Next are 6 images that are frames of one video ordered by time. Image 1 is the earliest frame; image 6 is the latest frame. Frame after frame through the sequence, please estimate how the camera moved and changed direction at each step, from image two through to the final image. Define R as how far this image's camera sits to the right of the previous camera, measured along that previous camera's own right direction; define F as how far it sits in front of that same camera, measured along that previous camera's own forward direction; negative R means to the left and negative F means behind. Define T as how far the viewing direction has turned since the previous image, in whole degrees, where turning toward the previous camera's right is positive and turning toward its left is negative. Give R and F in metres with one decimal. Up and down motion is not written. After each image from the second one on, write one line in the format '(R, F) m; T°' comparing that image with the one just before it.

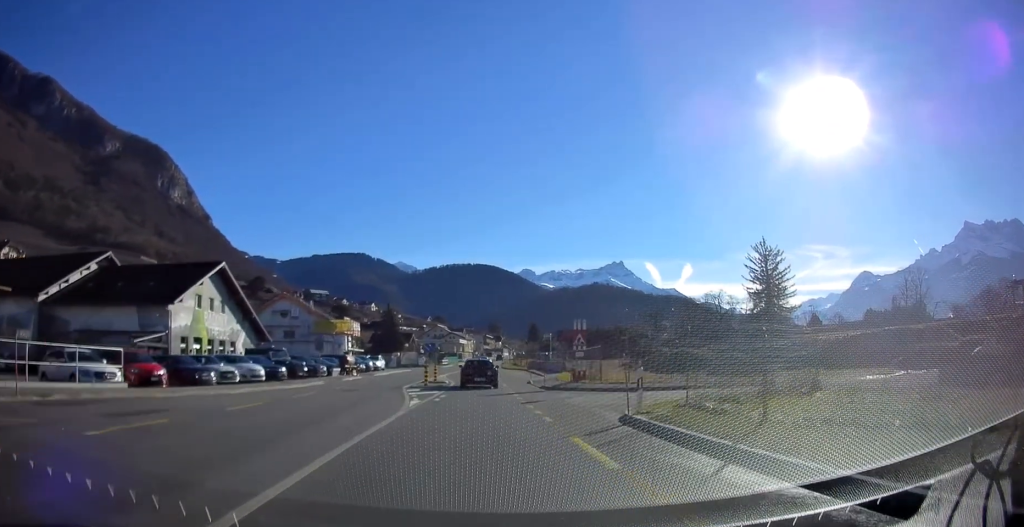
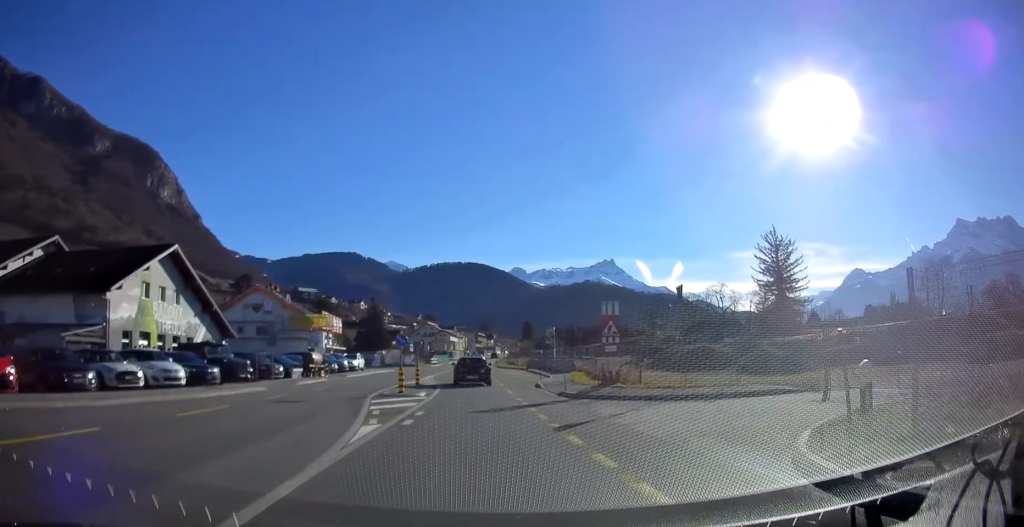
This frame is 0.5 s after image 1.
(0.0, +7.9) m; +1°
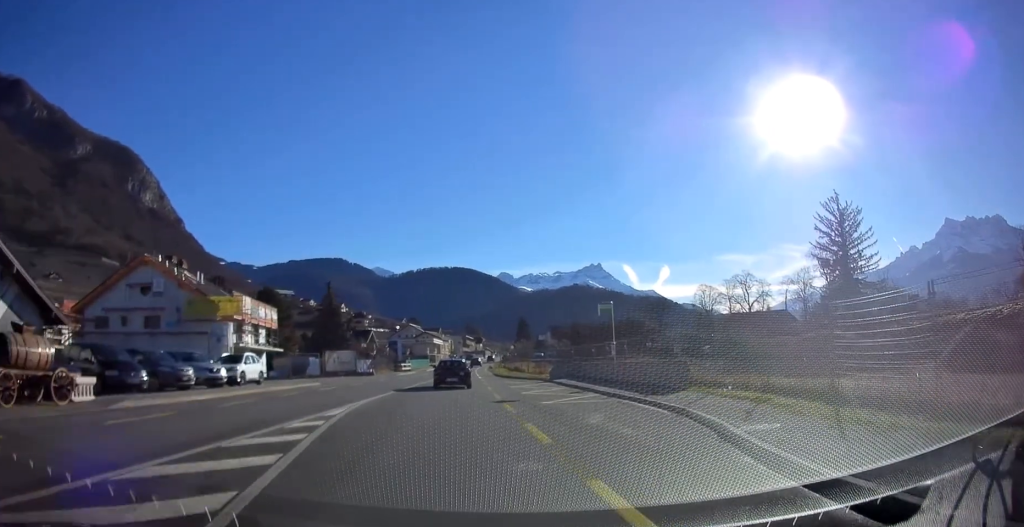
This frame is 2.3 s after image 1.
(+0.4, +26.1) m; 0°
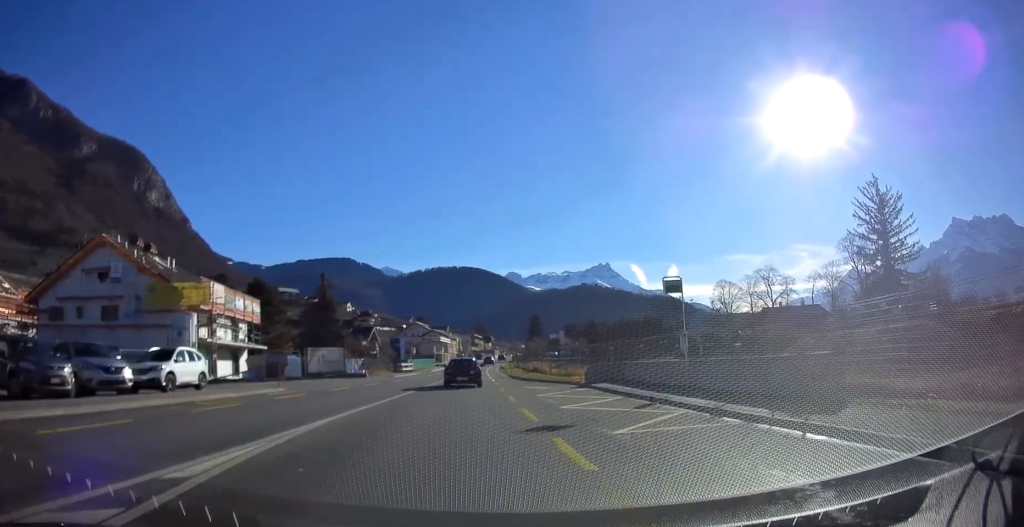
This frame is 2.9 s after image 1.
(0.0, +8.5) m; 0°
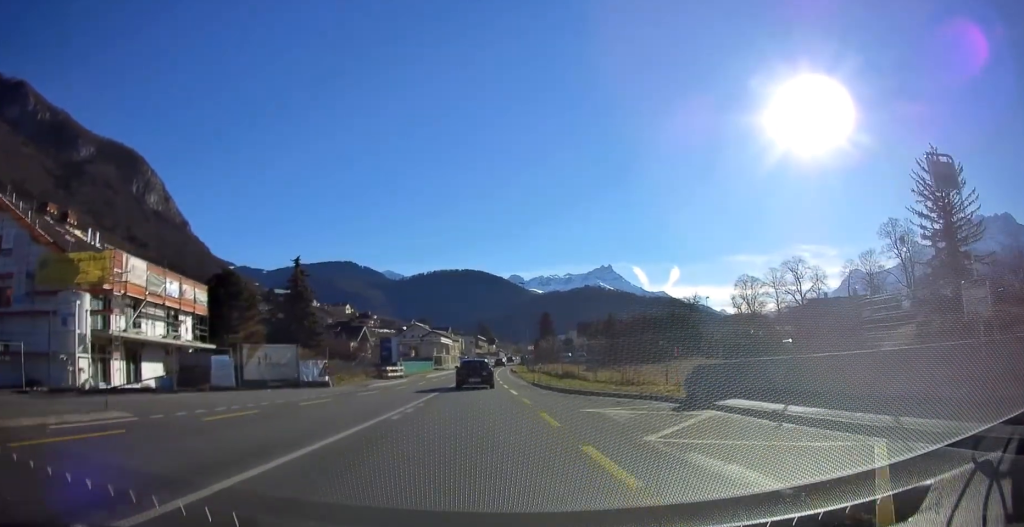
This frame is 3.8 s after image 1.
(0.0, +12.6) m; 0°
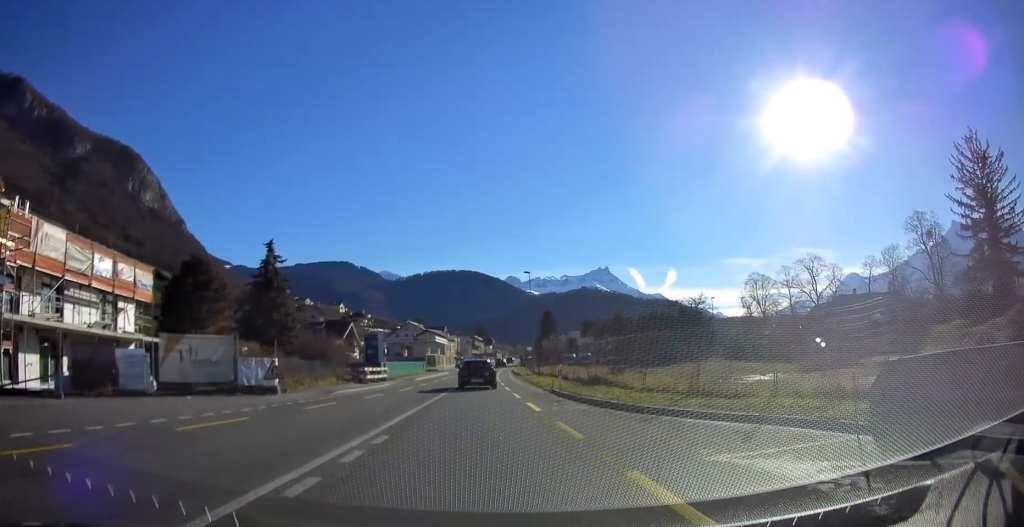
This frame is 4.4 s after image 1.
(0.0, +8.4) m; 0°
